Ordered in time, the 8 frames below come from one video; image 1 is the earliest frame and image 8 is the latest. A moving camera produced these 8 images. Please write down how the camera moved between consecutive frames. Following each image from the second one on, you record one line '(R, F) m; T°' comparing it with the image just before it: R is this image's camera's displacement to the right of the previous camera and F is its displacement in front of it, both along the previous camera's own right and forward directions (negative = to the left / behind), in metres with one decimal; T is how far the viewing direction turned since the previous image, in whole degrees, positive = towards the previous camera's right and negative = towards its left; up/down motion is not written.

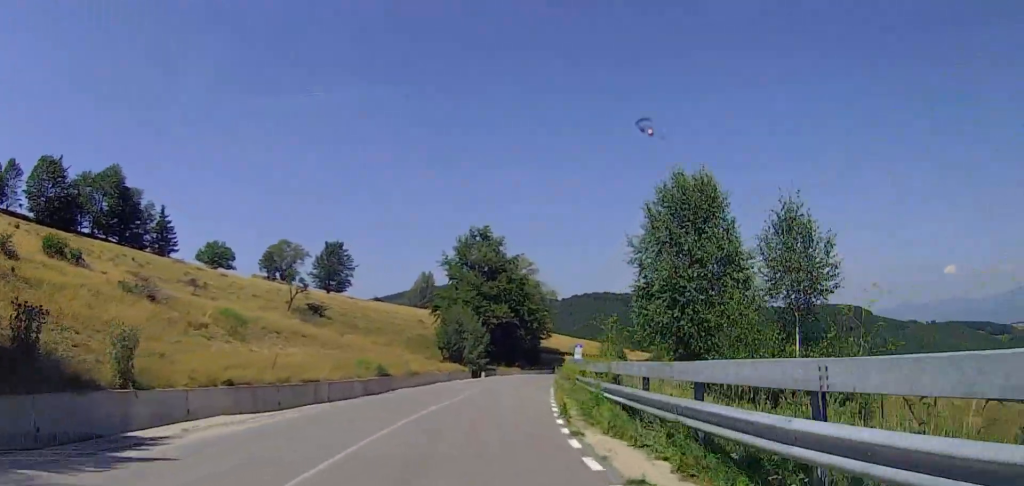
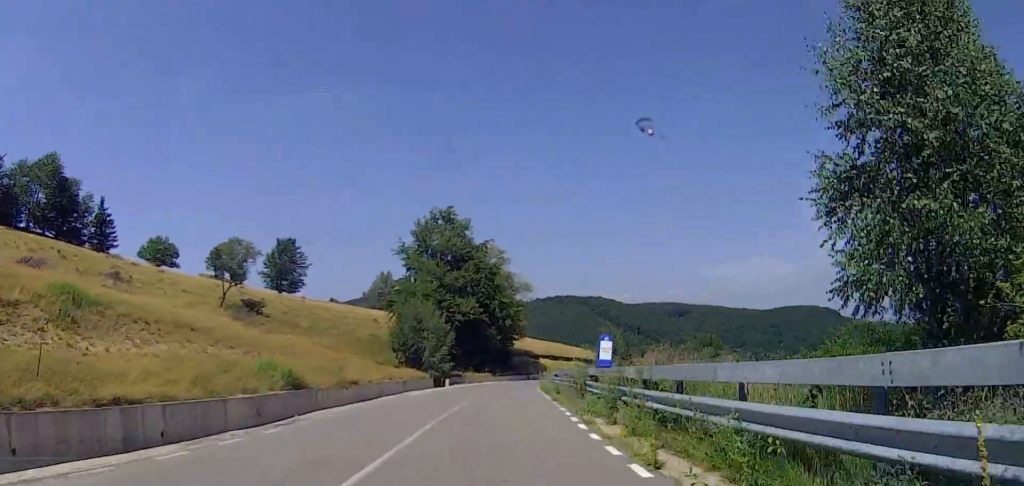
(+0.4, +12.5) m; +6°
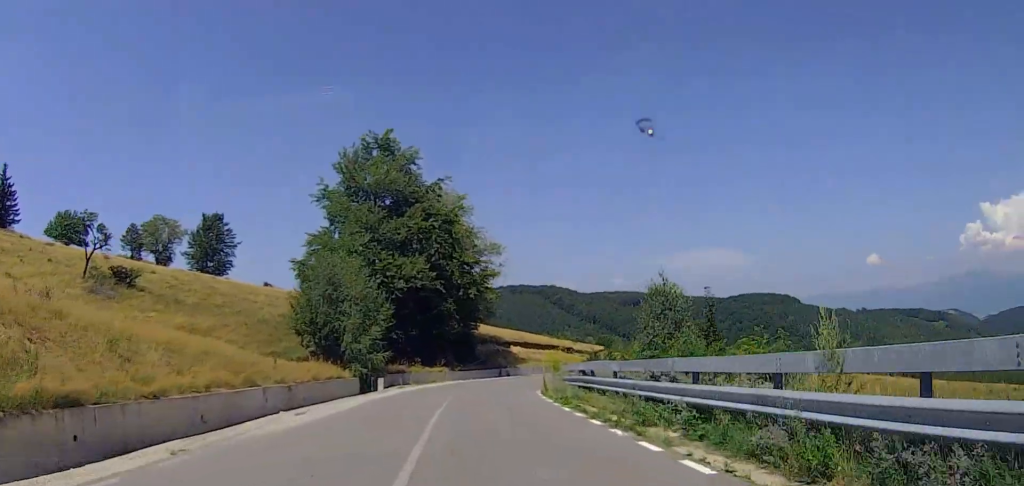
(+1.2, +20.3) m; +3°
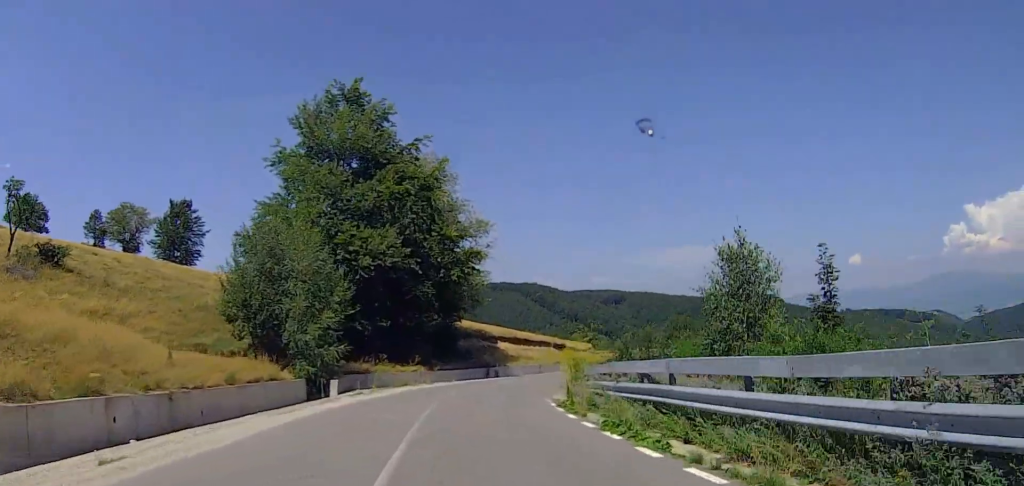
(-0.3, +9.1) m; +1°
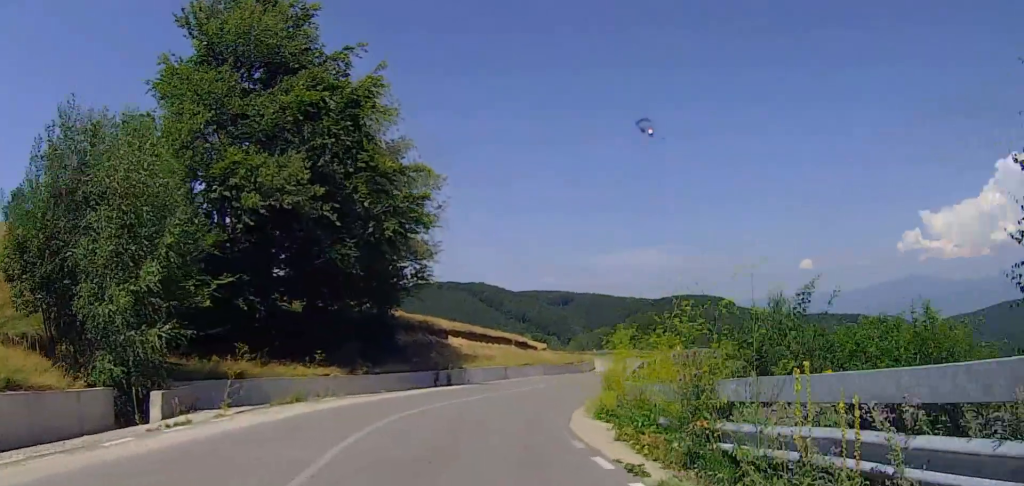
(+0.4, +12.8) m; +5°
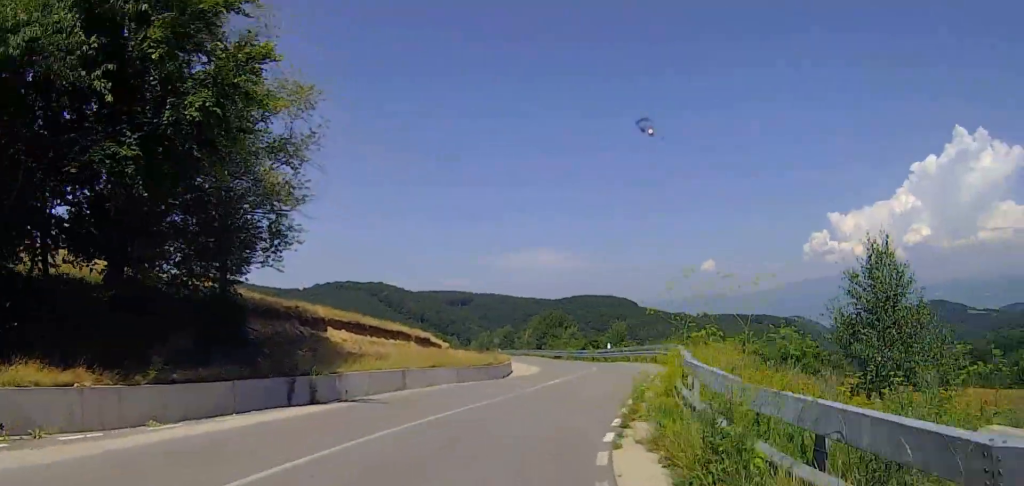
(+0.7, +12.3) m; +7°
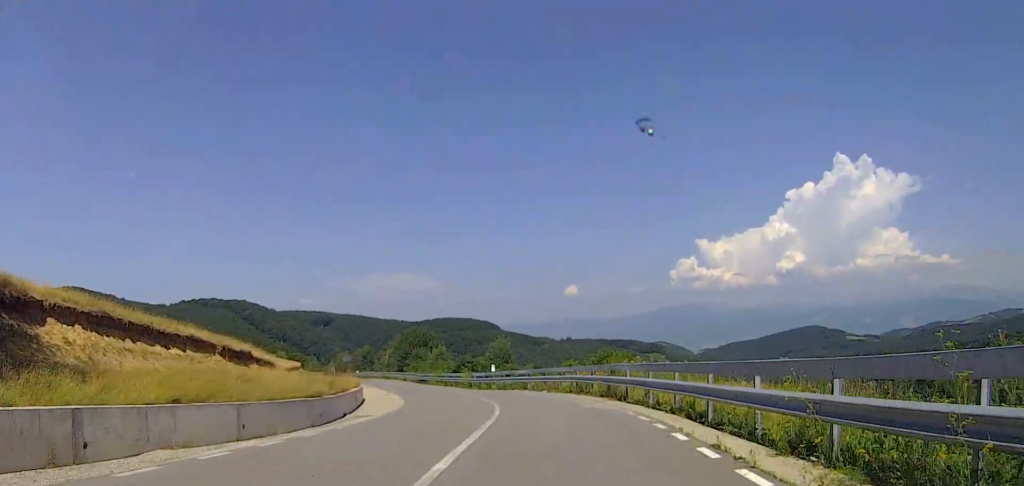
(+1.3, +16.6) m; +8°
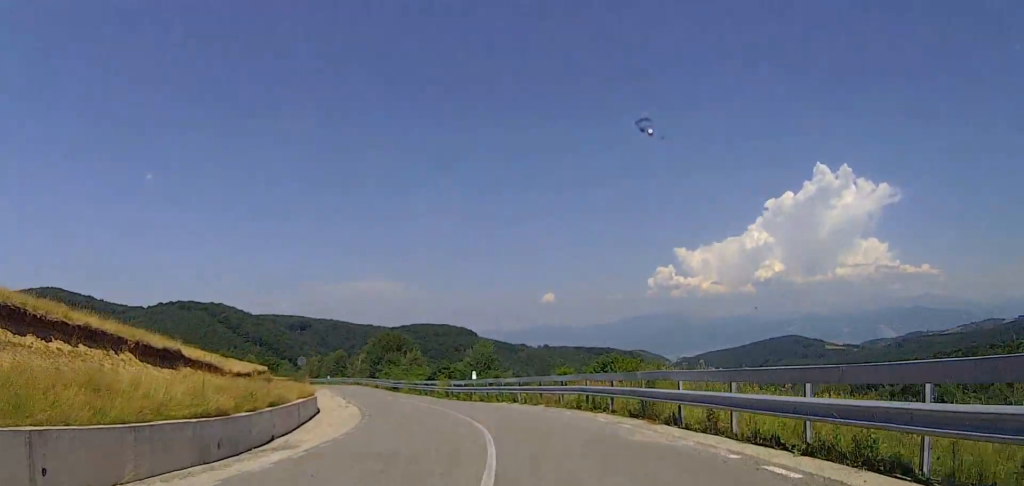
(+0.1, +7.6) m; +3°
